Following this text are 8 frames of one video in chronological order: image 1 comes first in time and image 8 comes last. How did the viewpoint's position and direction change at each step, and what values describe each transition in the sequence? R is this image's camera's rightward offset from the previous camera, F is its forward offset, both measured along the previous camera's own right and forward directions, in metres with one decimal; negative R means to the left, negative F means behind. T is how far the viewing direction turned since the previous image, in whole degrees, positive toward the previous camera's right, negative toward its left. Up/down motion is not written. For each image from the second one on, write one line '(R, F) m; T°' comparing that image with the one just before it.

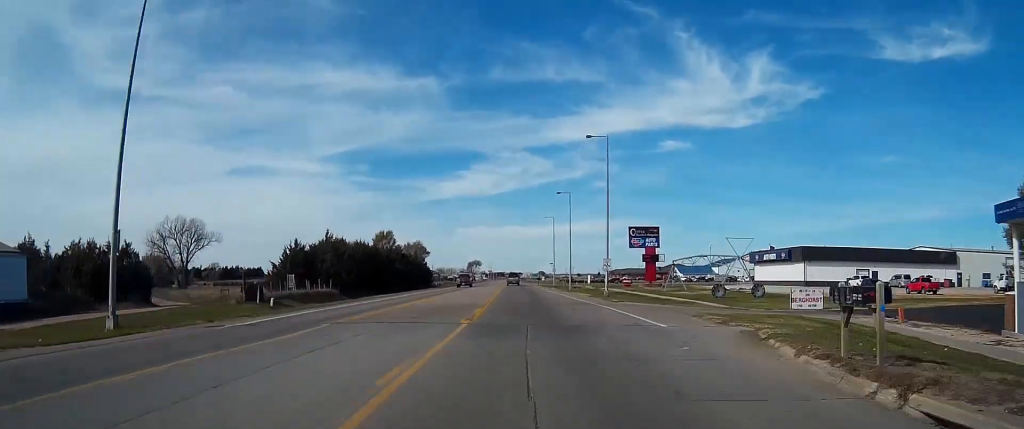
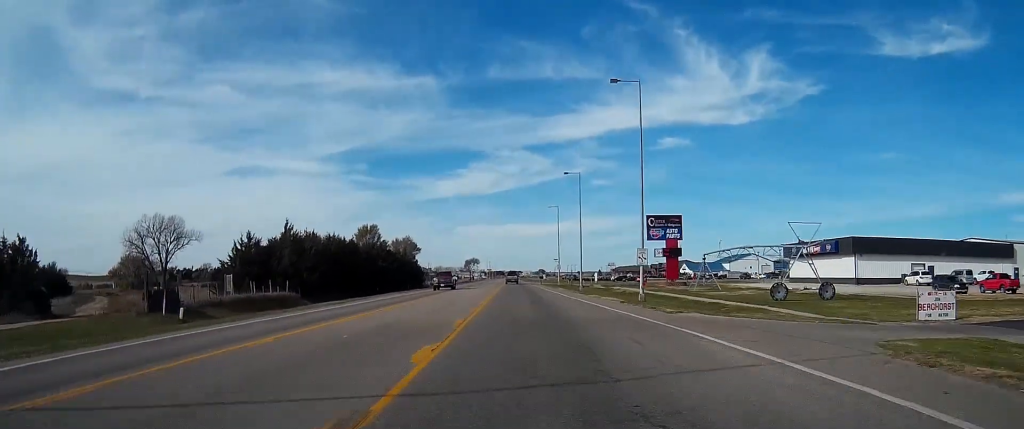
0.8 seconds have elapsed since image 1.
(0.0, +16.2) m; 0°
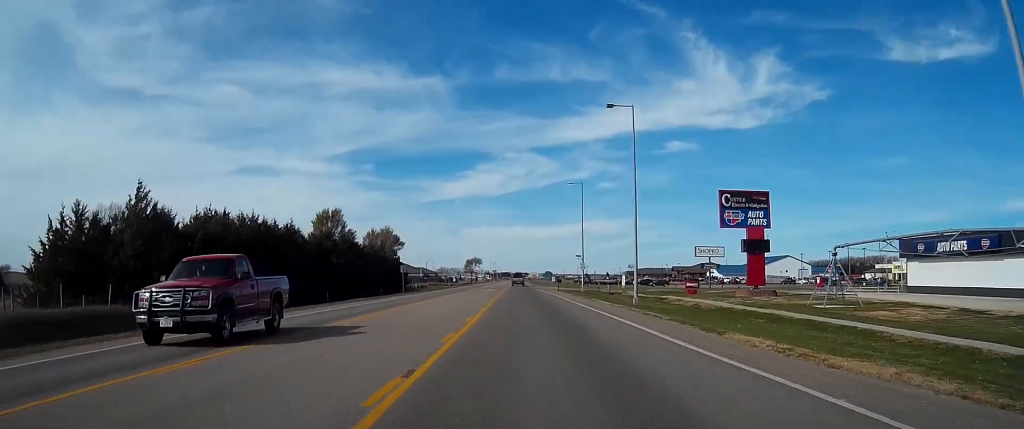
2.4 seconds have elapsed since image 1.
(+0.2, +33.0) m; 0°
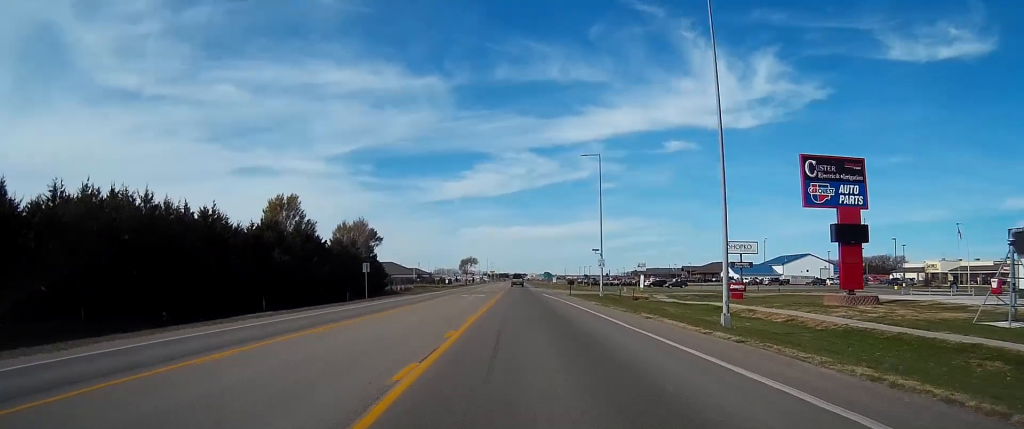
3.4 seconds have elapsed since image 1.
(0.0, +20.3) m; 0°
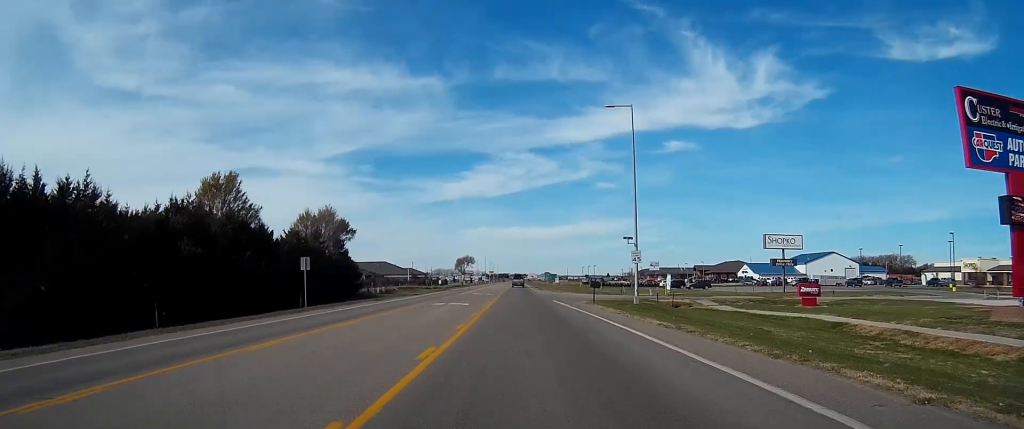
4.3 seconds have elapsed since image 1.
(0.0, +19.1) m; 0°
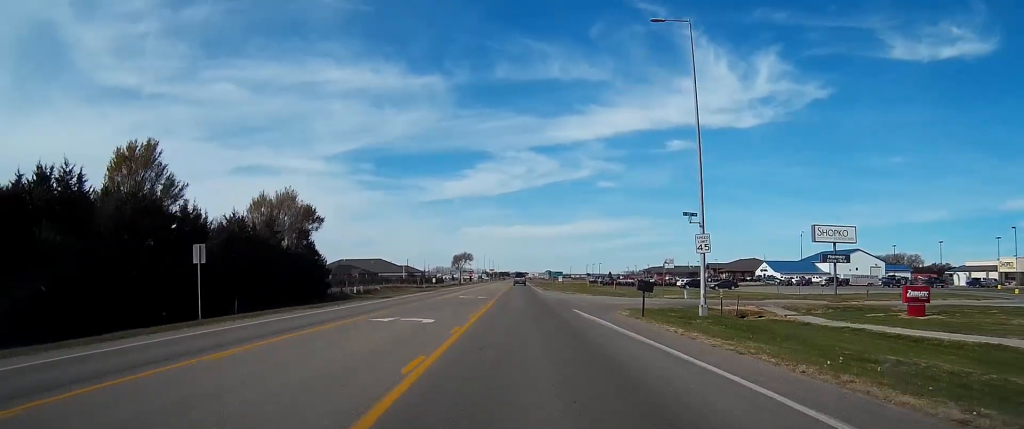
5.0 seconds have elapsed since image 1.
(0.0, +16.4) m; 0°
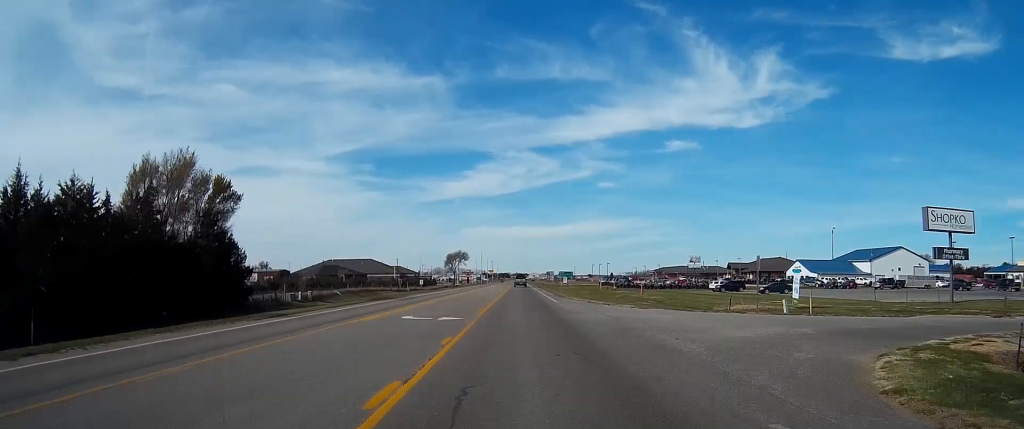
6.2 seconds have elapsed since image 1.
(0.0, +24.5) m; 0°
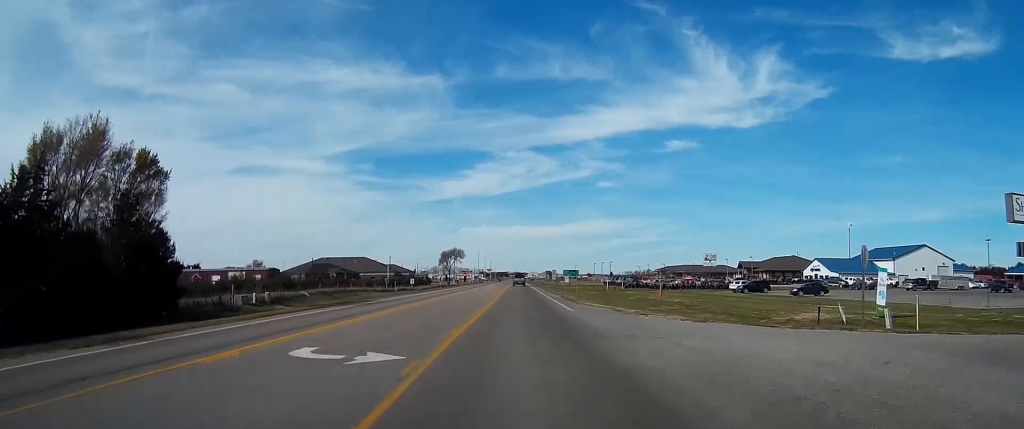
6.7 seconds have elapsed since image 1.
(0.0, +12.3) m; 0°
